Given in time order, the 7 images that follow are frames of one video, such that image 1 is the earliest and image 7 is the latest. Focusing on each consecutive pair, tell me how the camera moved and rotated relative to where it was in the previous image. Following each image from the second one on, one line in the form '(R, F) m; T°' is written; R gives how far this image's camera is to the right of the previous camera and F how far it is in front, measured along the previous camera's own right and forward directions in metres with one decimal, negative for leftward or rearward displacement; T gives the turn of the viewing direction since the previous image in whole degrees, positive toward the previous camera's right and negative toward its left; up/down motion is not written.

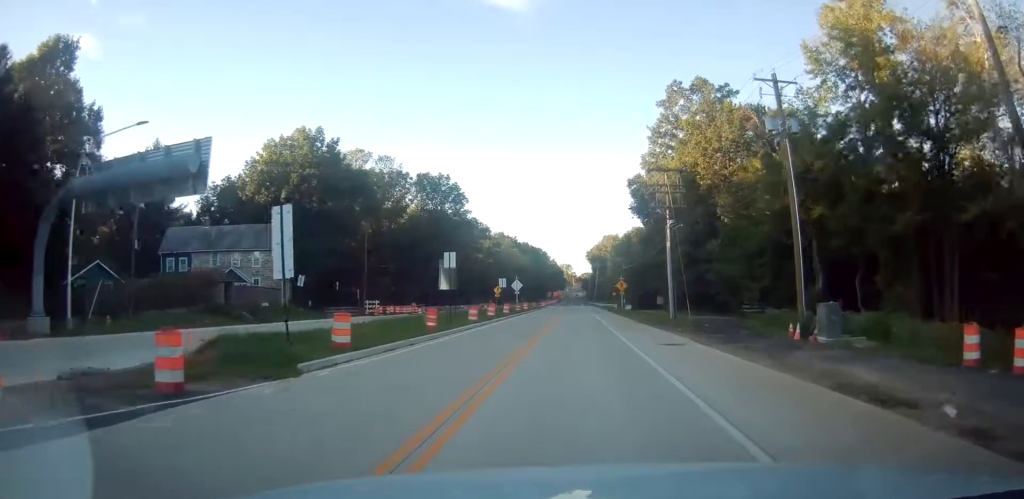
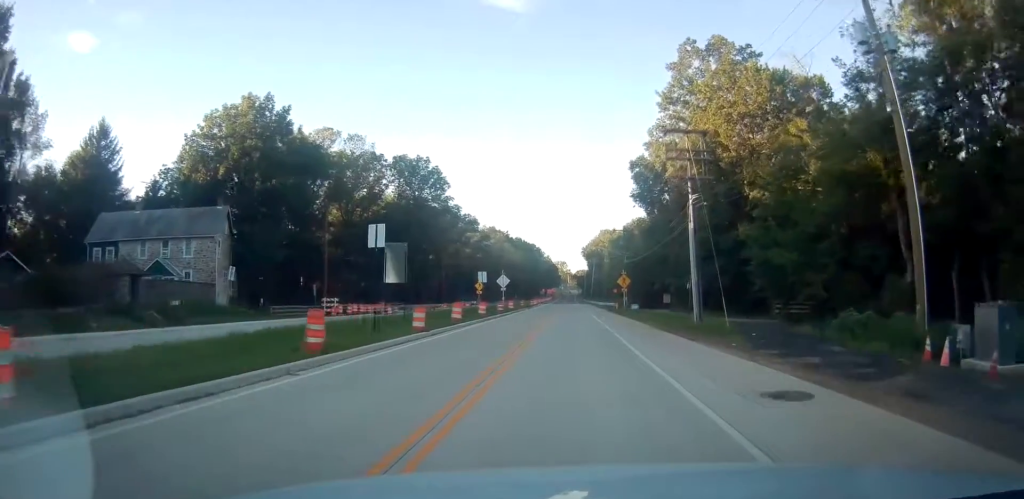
(0.0, +11.0) m; 0°
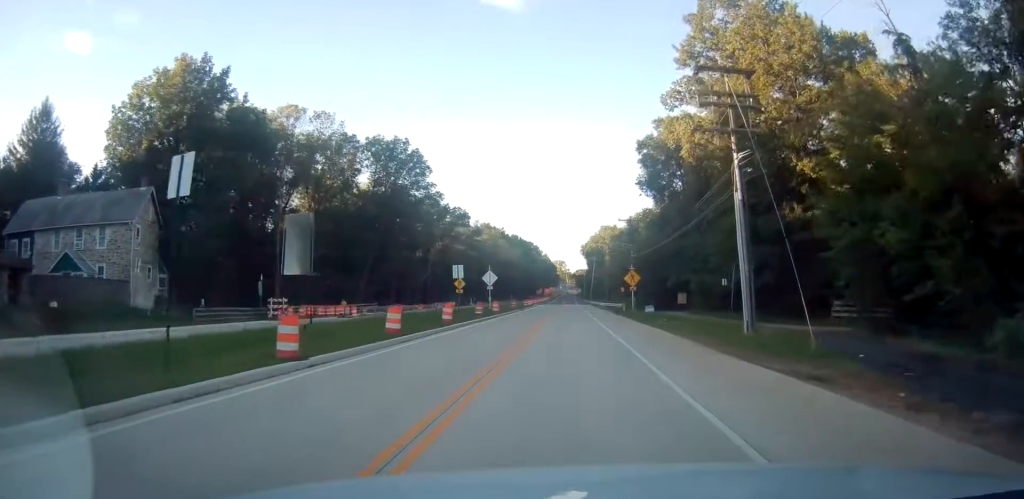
(0.0, +11.5) m; 0°
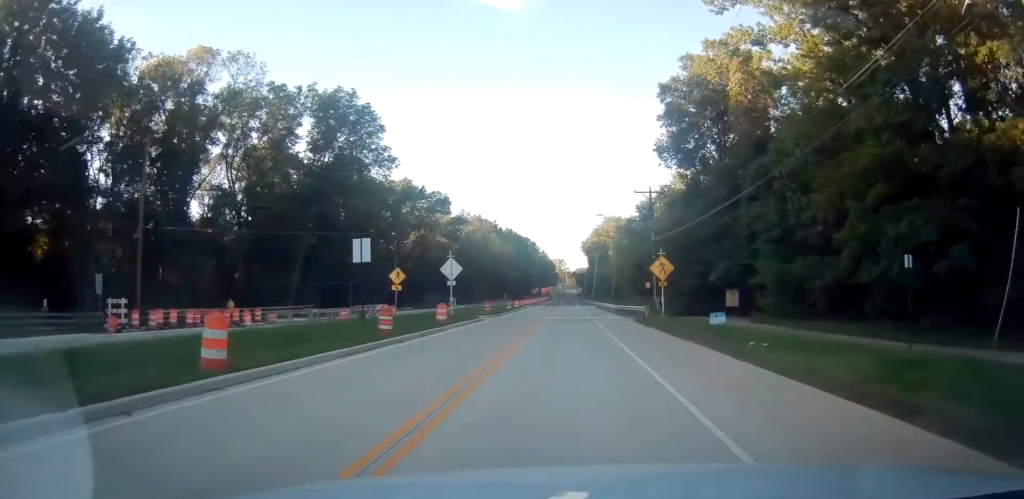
(0.0, +20.1) m; 0°
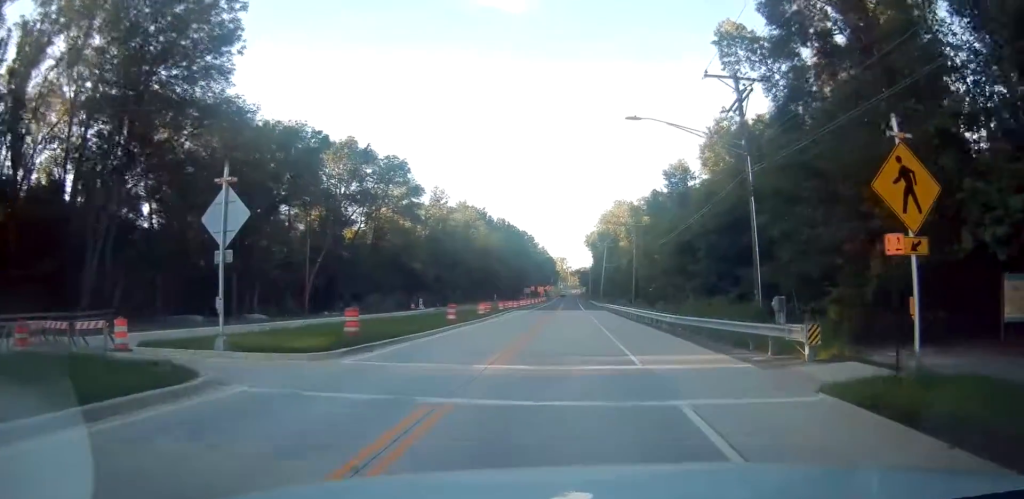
(+0.7, +30.0) m; +2°
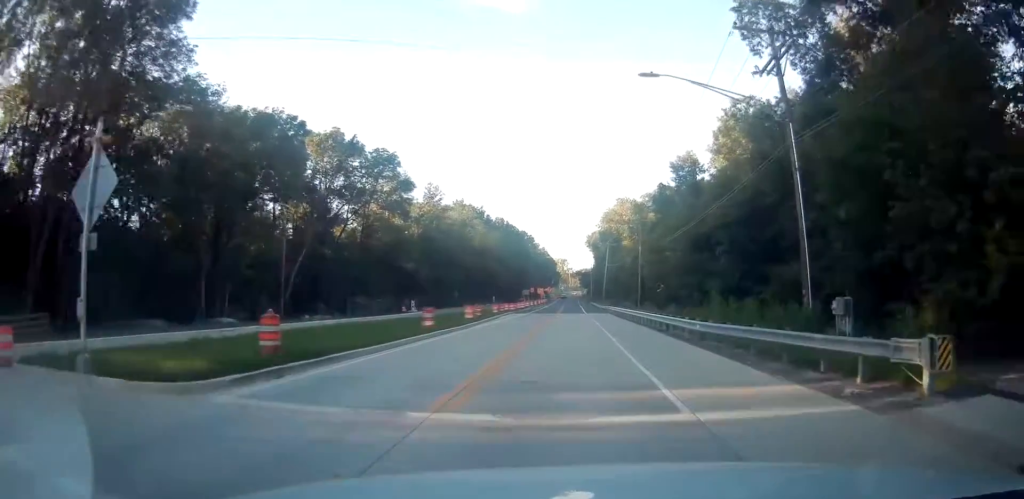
(-0.1, +5.4) m; 0°
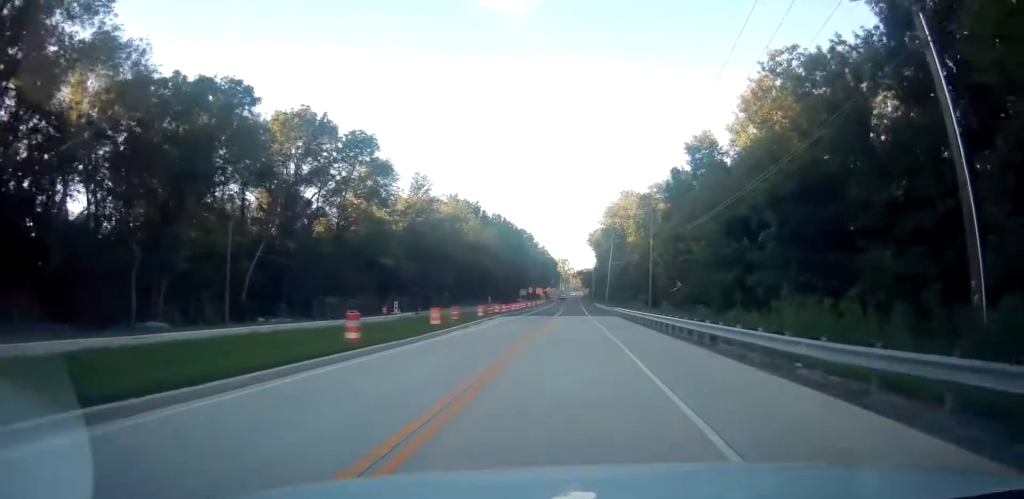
(-0.2, +8.7) m; 0°
